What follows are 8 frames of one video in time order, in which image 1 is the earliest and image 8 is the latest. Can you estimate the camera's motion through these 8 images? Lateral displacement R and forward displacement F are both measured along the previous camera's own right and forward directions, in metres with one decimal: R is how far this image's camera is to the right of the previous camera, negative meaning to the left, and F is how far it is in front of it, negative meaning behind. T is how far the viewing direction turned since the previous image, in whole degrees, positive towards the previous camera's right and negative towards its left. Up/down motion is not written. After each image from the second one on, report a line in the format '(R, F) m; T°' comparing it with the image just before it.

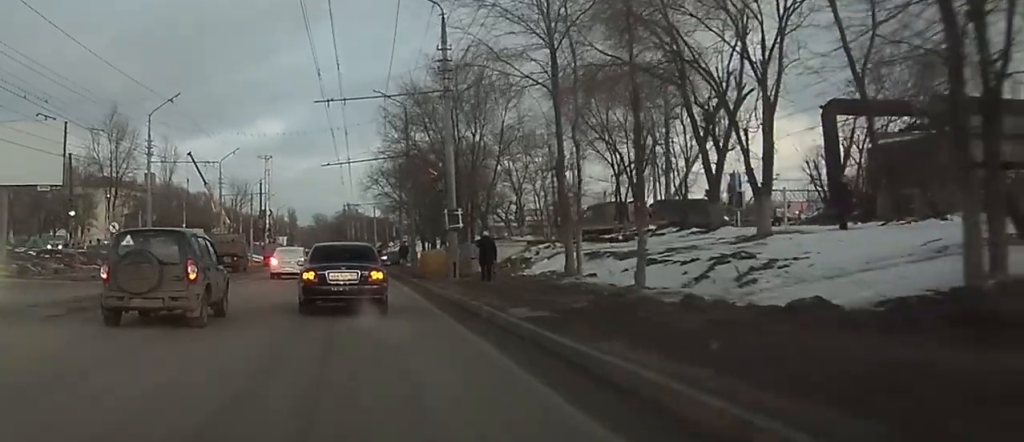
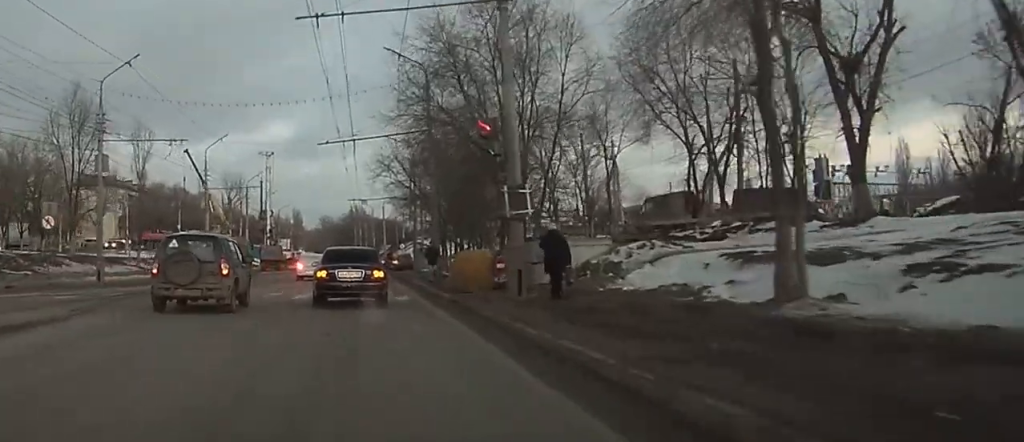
(-0.7, +10.9) m; -3°
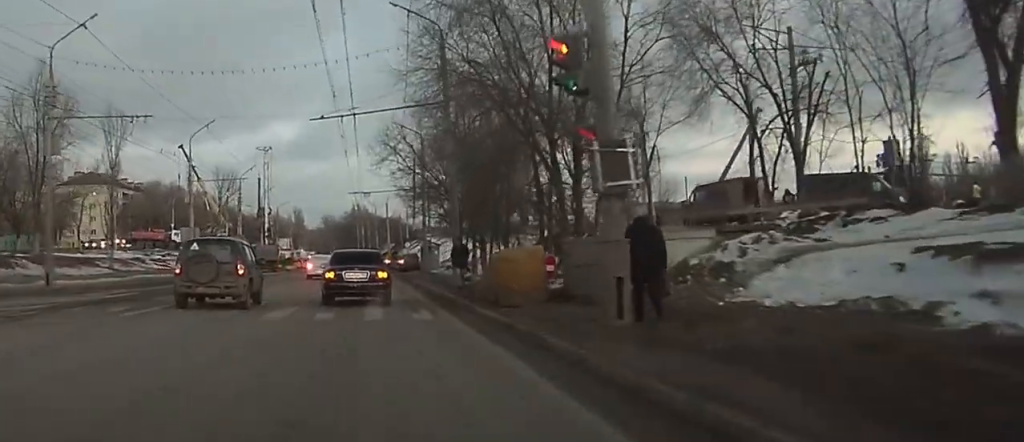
(+0.1, +7.4) m; 0°
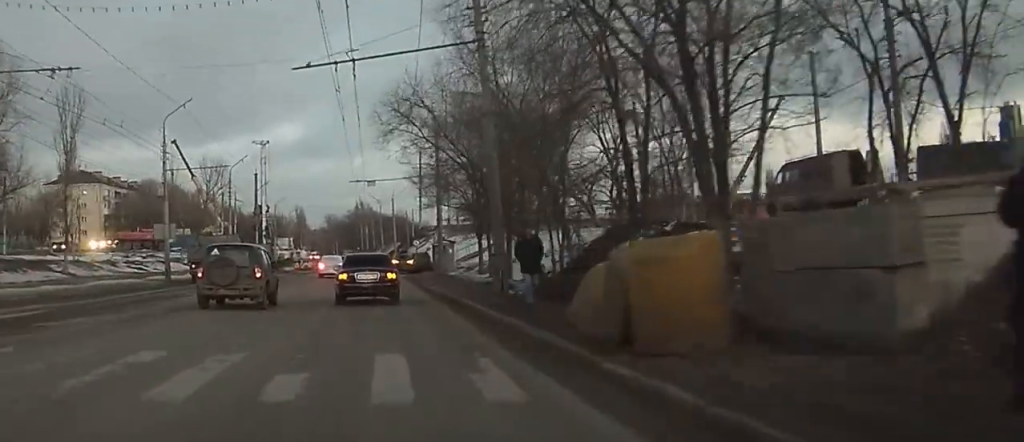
(-0.1, +9.7) m; -2°
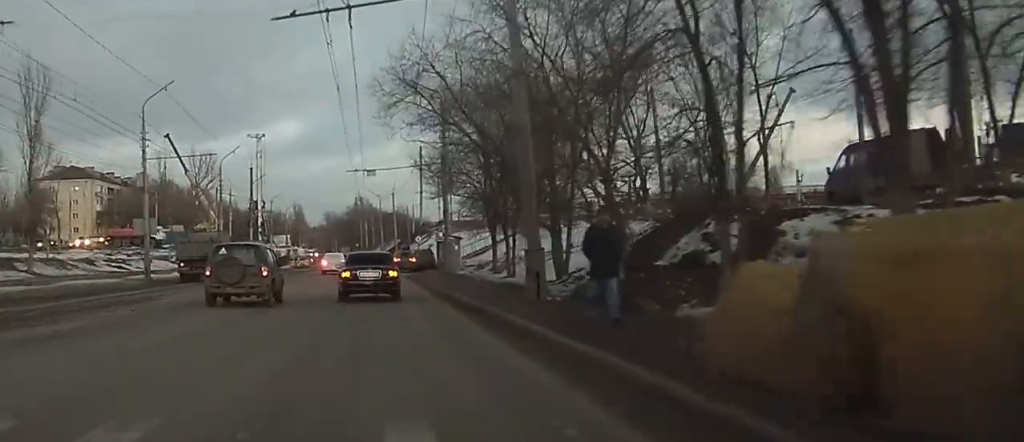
(-0.1, +5.2) m; -1°
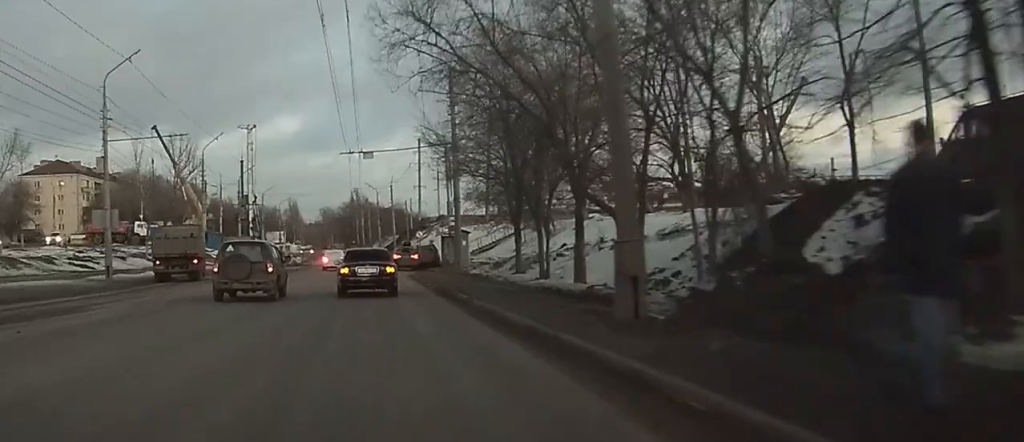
(-0.1, +7.1) m; -1°
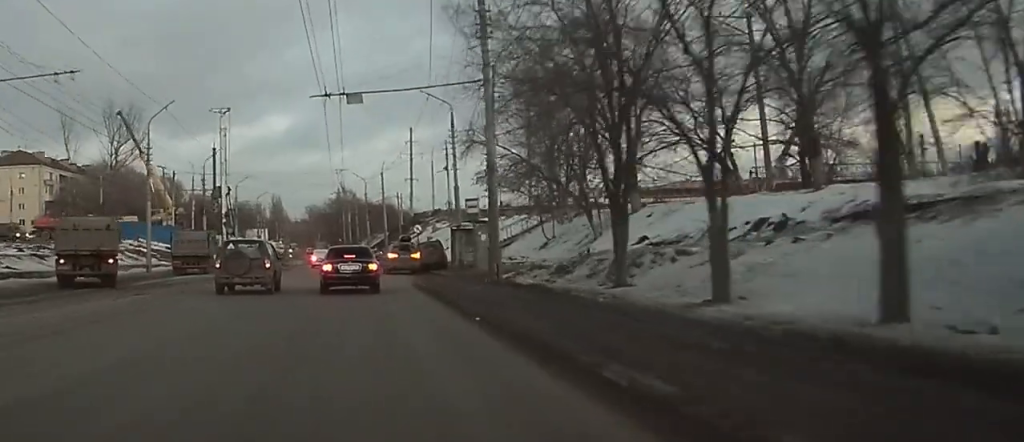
(+0.1, +14.9) m; 0°
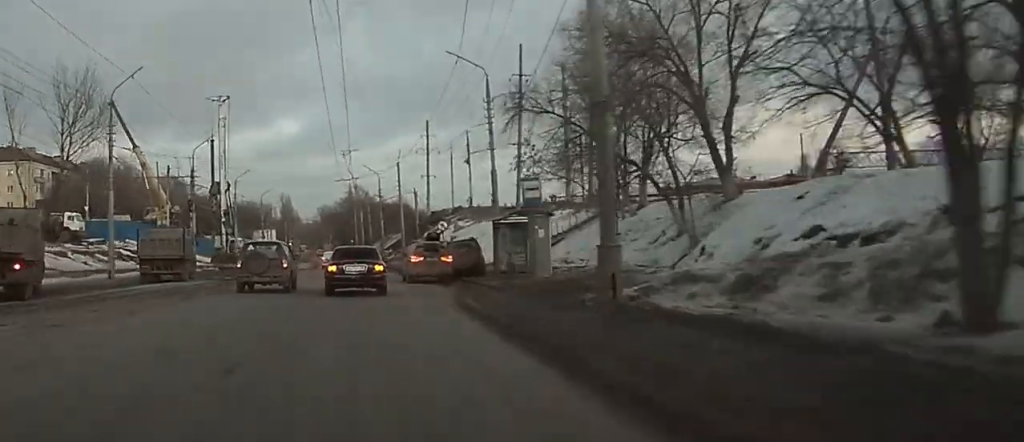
(0.0, +11.5) m; 0°
